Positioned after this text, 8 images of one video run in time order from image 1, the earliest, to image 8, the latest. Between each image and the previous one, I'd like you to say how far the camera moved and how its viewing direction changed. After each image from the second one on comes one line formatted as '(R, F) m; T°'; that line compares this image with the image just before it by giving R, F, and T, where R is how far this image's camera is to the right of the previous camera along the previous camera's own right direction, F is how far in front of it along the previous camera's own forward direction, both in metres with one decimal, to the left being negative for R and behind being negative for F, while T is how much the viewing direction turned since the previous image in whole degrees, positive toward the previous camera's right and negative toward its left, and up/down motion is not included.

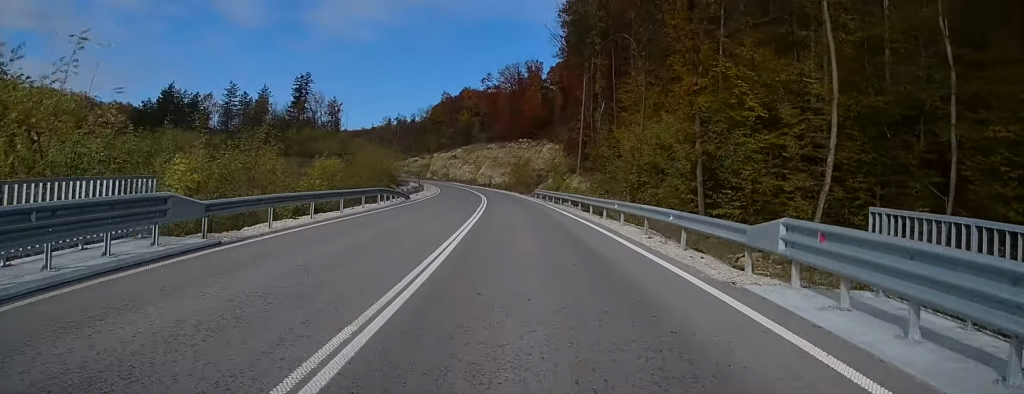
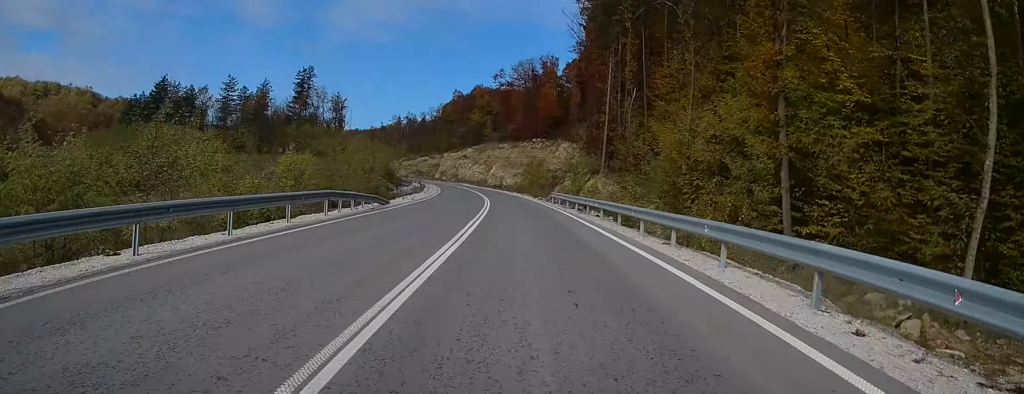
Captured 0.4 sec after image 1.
(+0.1, +10.9) m; -1°
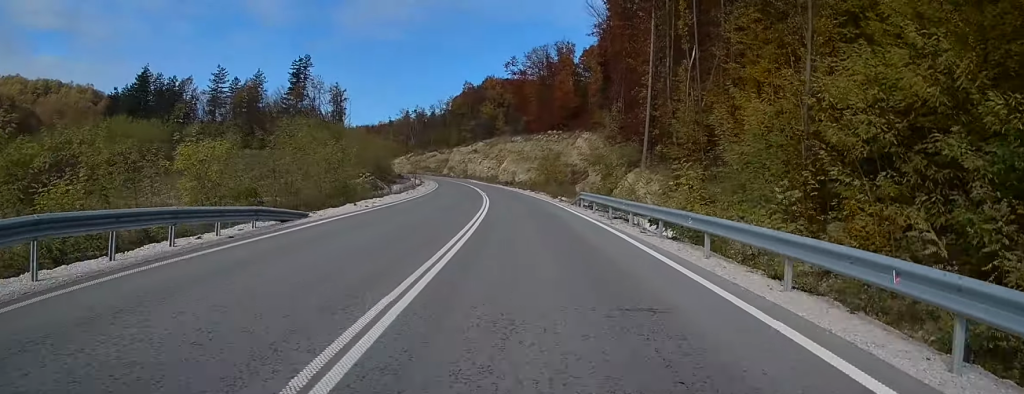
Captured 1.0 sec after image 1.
(-0.5, +14.6) m; -2°
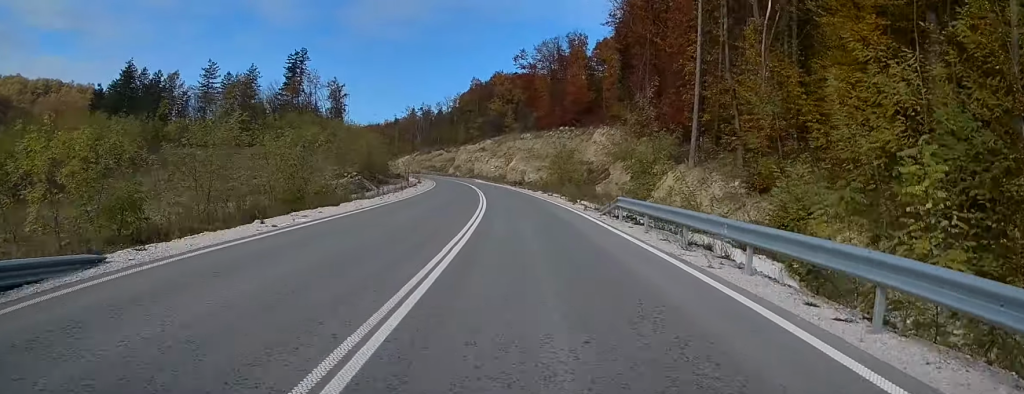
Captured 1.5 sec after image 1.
(0.0, +10.9) m; -1°
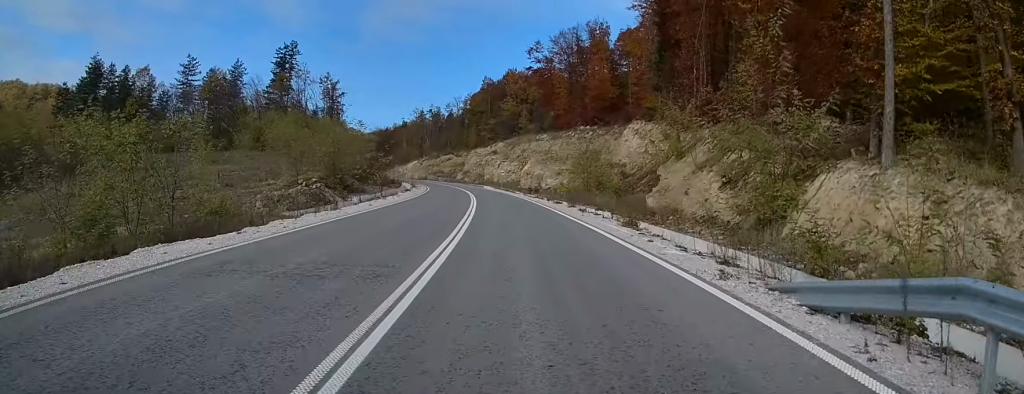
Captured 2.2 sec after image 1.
(-0.5, +18.2) m; -1°
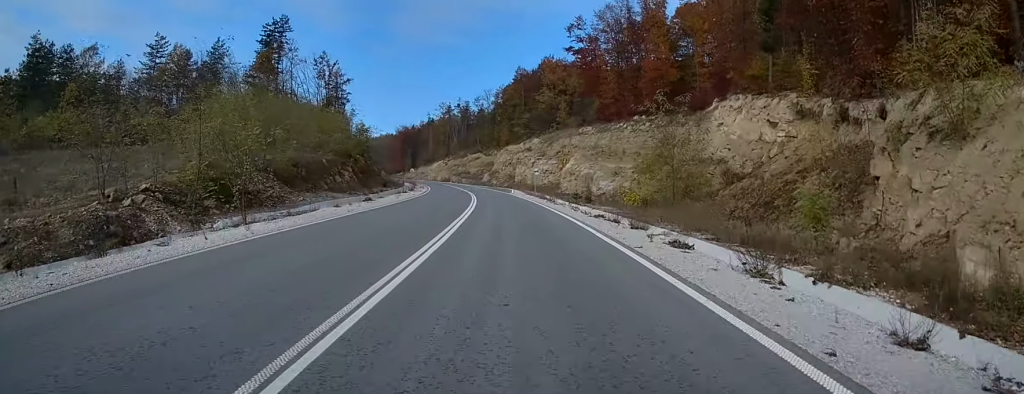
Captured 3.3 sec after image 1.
(-0.4, +27.2) m; -1°
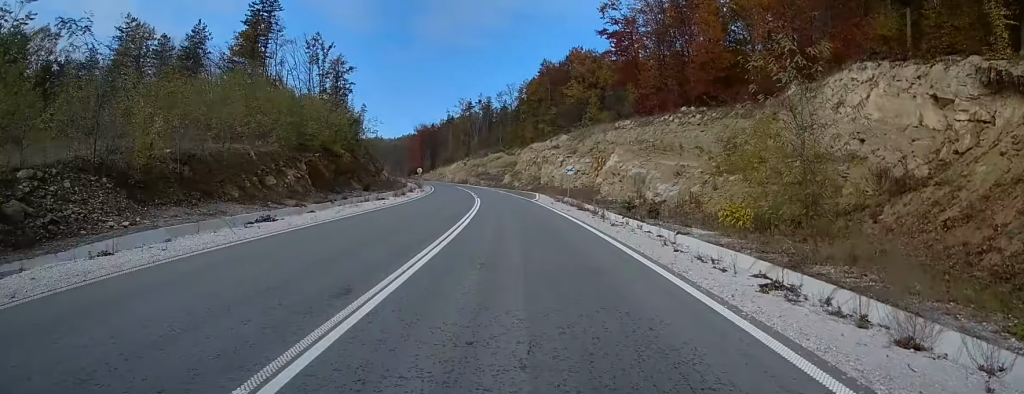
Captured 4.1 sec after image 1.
(-0.1, +17.9) m; -2°
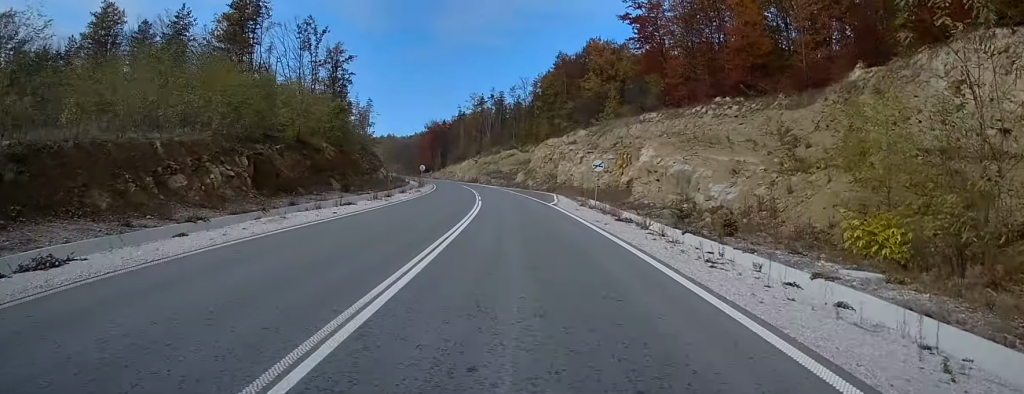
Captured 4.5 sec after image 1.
(+0.2, +10.6) m; -1°
